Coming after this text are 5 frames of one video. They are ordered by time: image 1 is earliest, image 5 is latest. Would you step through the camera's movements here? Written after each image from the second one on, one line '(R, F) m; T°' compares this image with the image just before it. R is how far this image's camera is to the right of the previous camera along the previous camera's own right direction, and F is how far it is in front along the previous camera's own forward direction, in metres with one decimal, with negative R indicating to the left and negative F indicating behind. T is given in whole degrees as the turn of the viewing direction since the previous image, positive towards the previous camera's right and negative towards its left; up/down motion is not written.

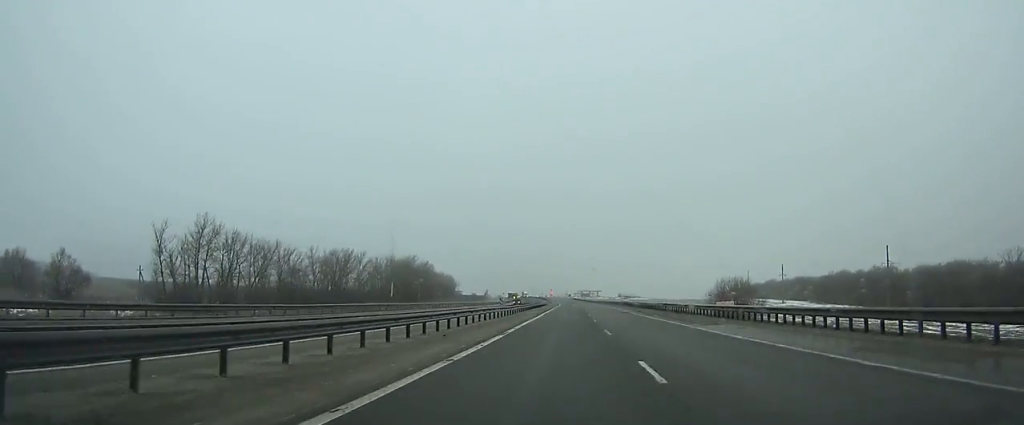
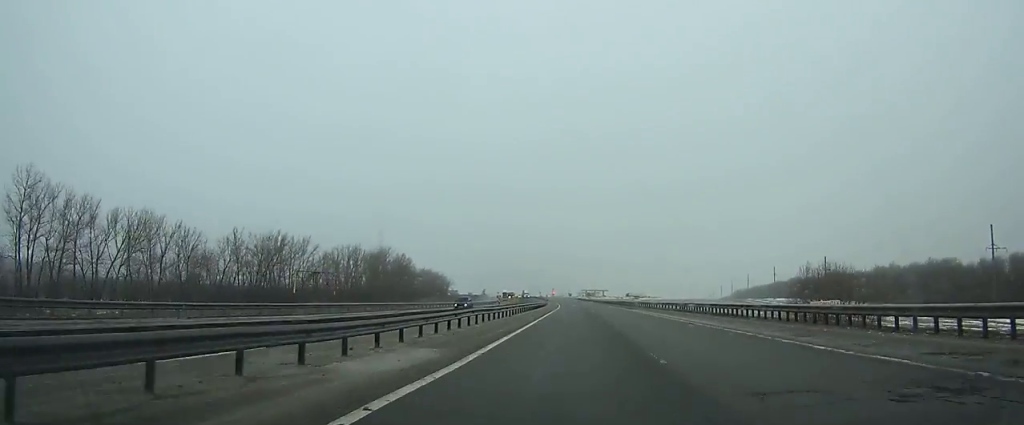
(-0.3, +46.5) m; -1°
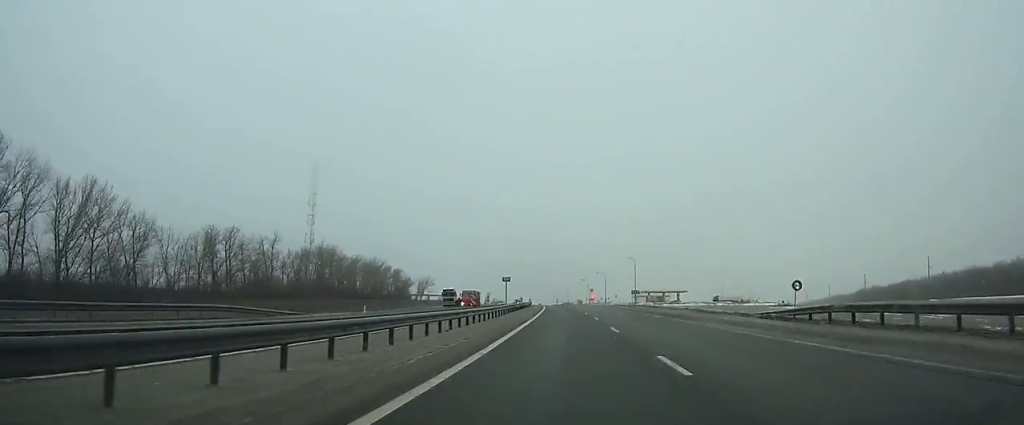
(-6.8, +206.4) m; -5°
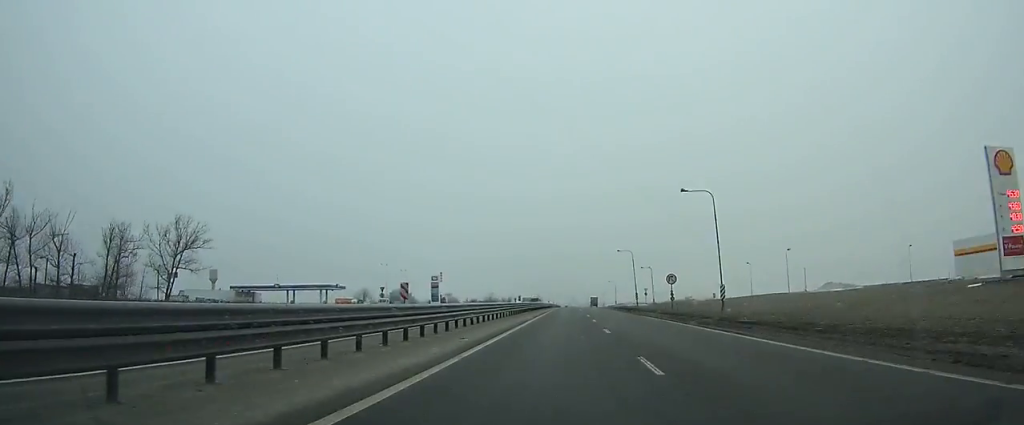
(-10.2, +251.3) m; -3°
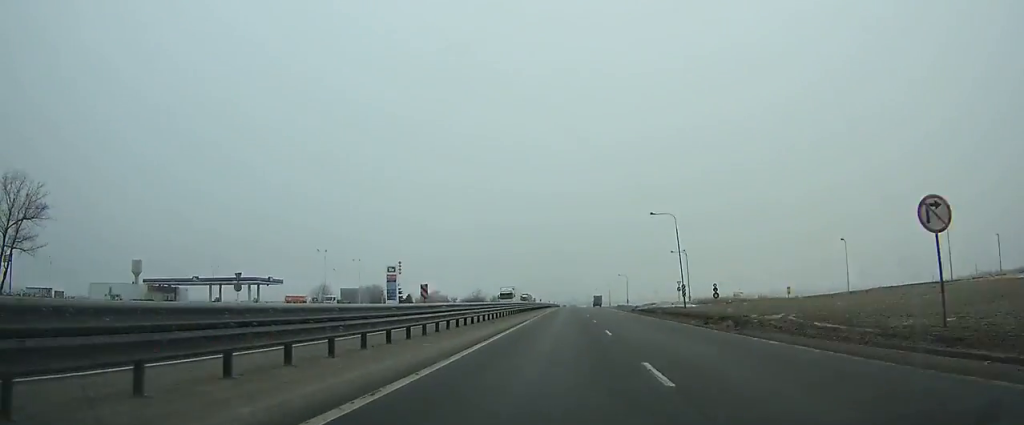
(0.0, +37.4) m; 0°
